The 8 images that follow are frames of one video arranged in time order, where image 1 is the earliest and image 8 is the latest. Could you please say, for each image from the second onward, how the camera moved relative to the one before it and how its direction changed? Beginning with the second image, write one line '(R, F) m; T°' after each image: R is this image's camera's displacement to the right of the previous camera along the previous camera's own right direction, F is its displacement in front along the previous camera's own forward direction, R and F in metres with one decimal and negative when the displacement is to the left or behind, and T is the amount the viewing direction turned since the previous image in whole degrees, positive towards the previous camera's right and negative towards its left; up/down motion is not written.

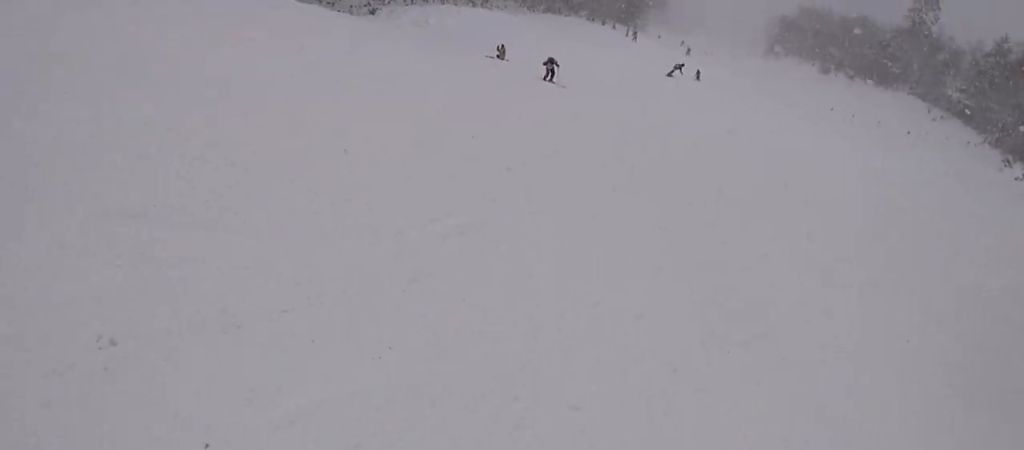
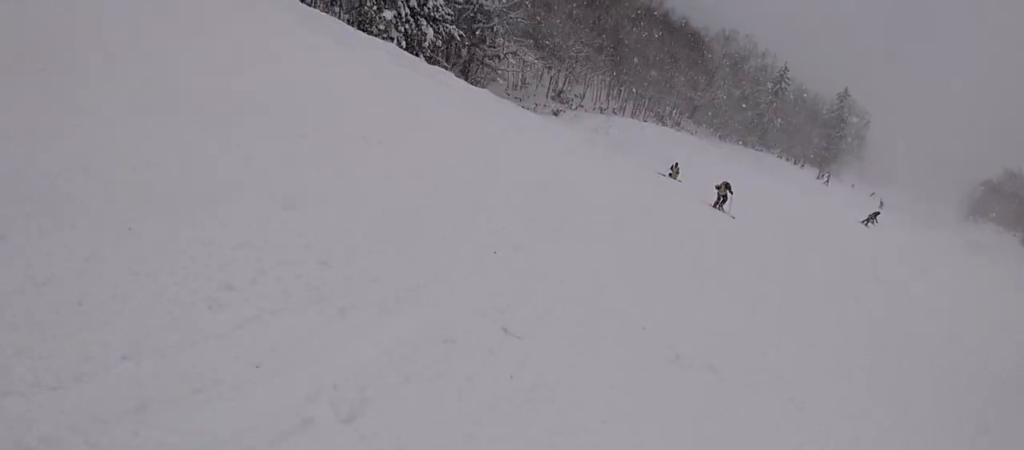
(-0.4, +2.6) m; -19°
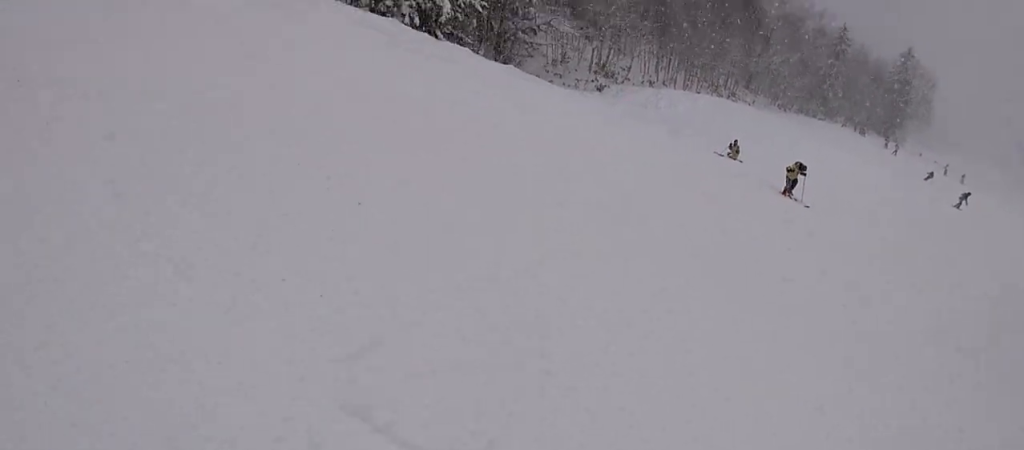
(-0.4, +2.7) m; -26°
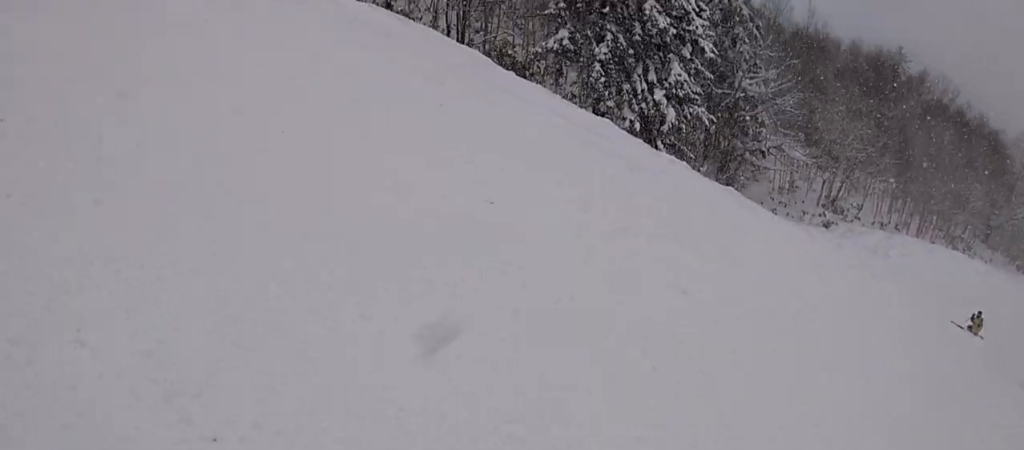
(-0.7, +1.8) m; -18°
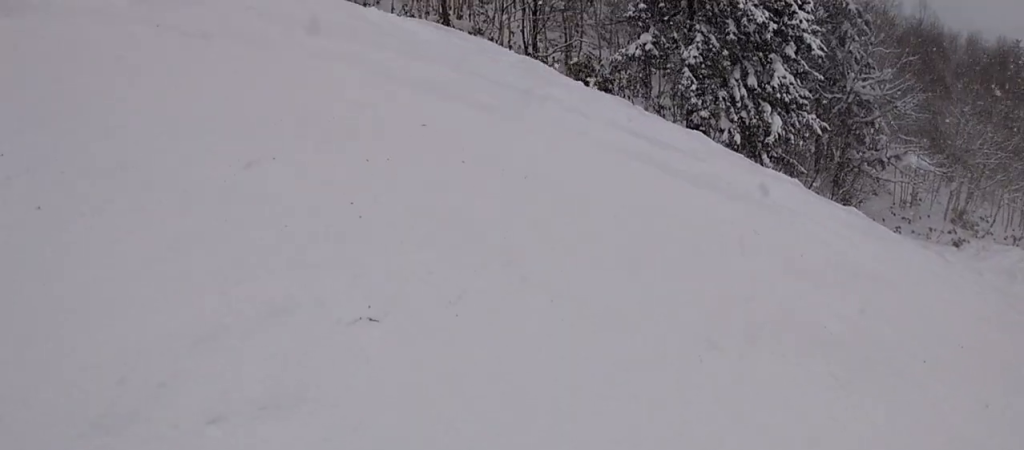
(-0.4, +2.2) m; -11°
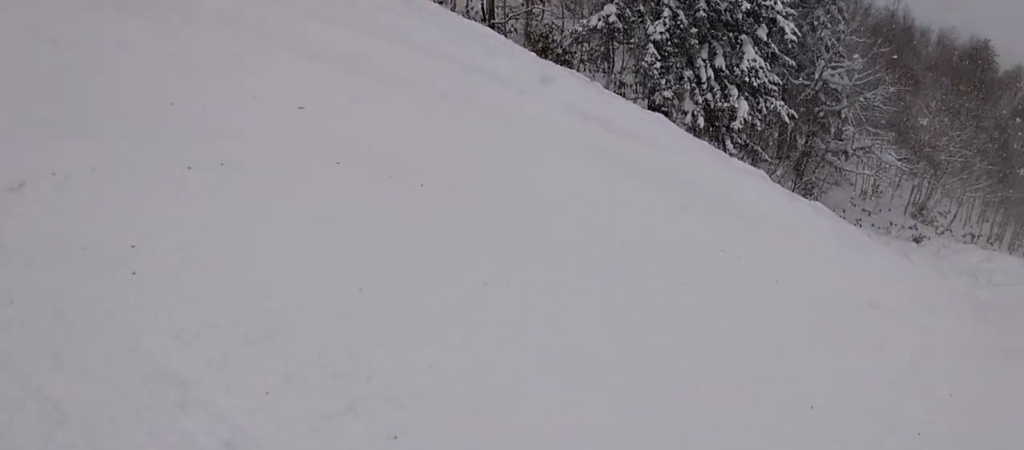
(-0.1, +1.3) m; -3°
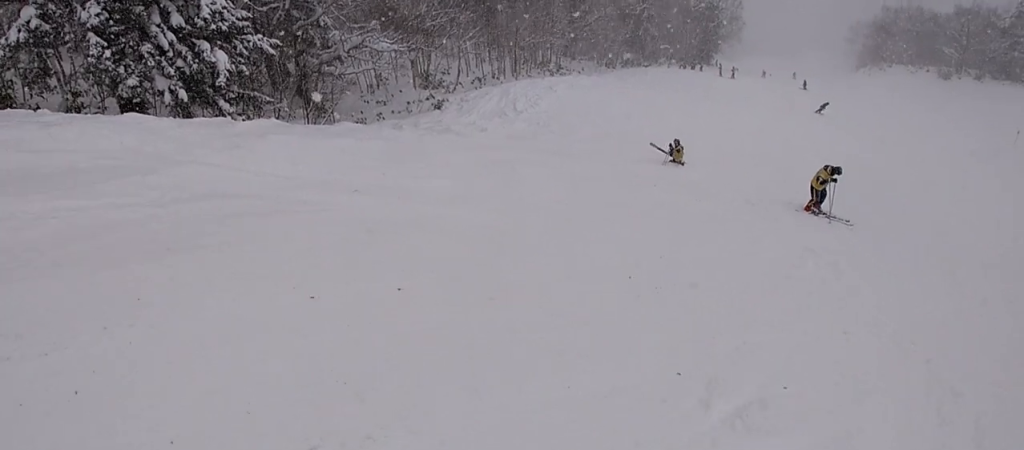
(+0.6, +2.5) m; +36°
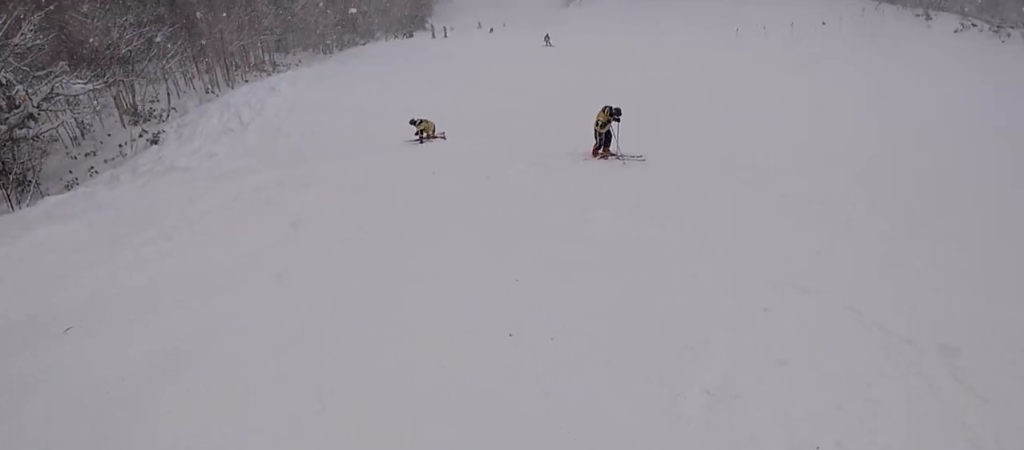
(+1.6, +3.5) m; +61°
